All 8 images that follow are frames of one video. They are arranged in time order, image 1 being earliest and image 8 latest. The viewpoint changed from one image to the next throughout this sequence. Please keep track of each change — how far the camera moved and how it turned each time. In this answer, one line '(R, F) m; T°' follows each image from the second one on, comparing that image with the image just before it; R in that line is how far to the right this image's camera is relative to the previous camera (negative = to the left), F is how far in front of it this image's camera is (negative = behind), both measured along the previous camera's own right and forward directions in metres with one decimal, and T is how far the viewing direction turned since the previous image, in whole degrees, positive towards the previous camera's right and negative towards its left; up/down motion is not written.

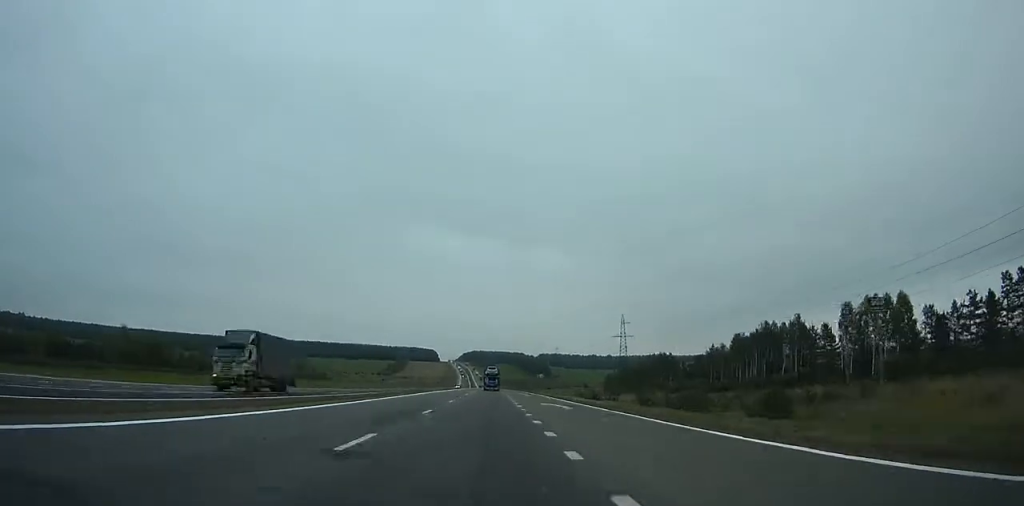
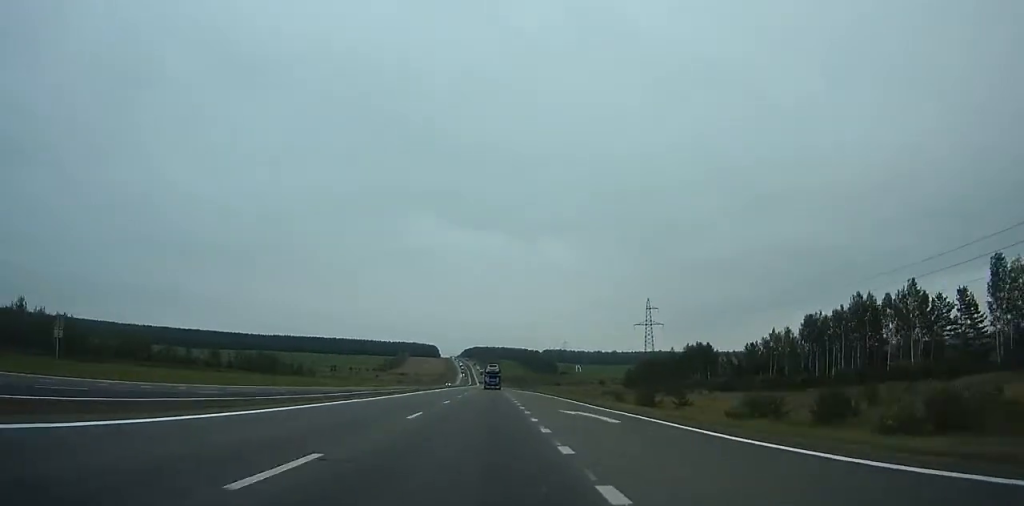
(-0.2, +39.6) m; 0°
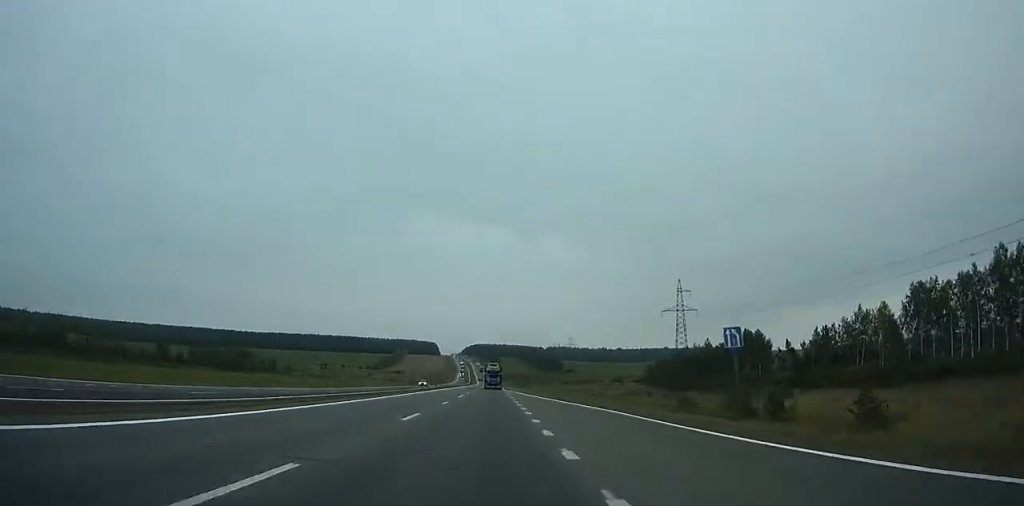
(0.0, +37.0) m; 0°
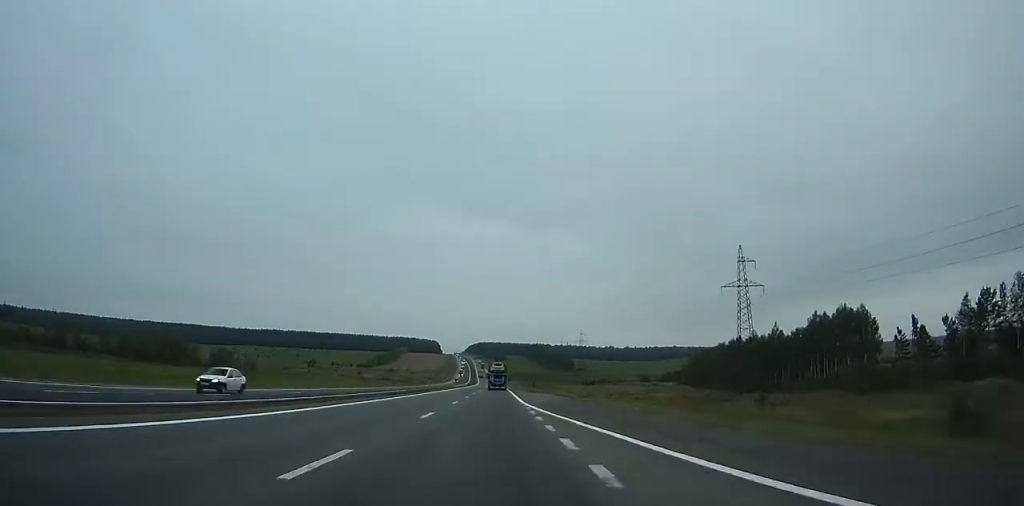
(-0.2, +45.0) m; 0°
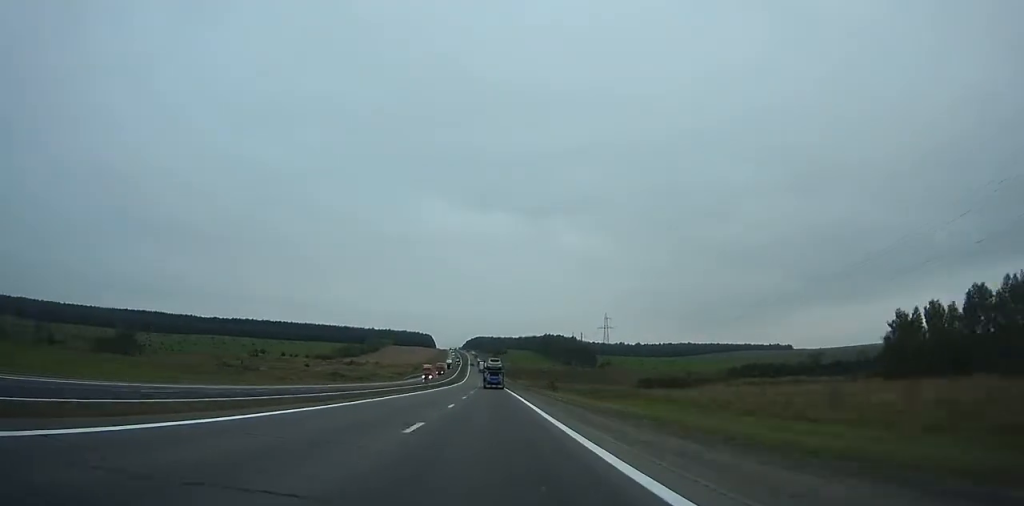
(-0.8, +114.1) m; 0°
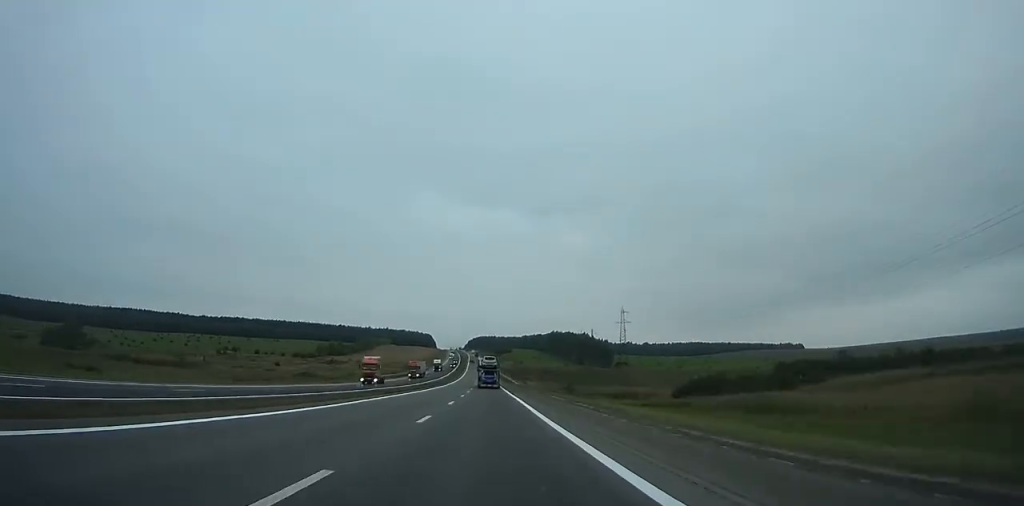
(+0.1, +45.2) m; 0°
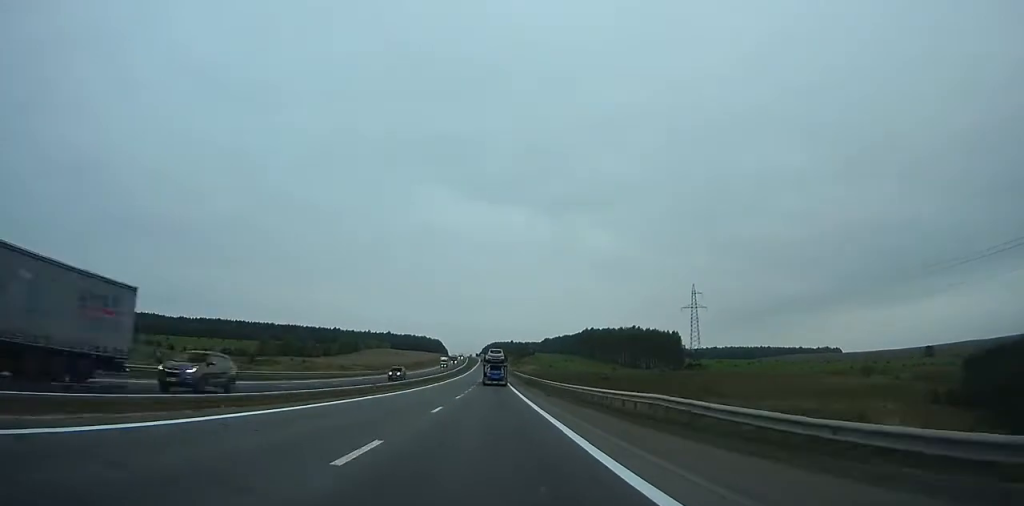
(-0.3, +104.2) m; -1°
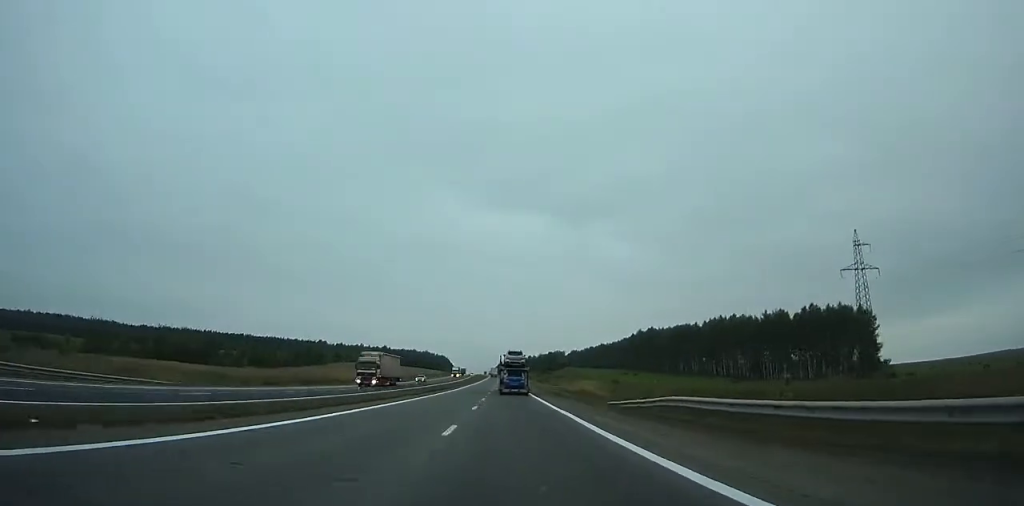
(-1.5, +116.3) m; +1°
